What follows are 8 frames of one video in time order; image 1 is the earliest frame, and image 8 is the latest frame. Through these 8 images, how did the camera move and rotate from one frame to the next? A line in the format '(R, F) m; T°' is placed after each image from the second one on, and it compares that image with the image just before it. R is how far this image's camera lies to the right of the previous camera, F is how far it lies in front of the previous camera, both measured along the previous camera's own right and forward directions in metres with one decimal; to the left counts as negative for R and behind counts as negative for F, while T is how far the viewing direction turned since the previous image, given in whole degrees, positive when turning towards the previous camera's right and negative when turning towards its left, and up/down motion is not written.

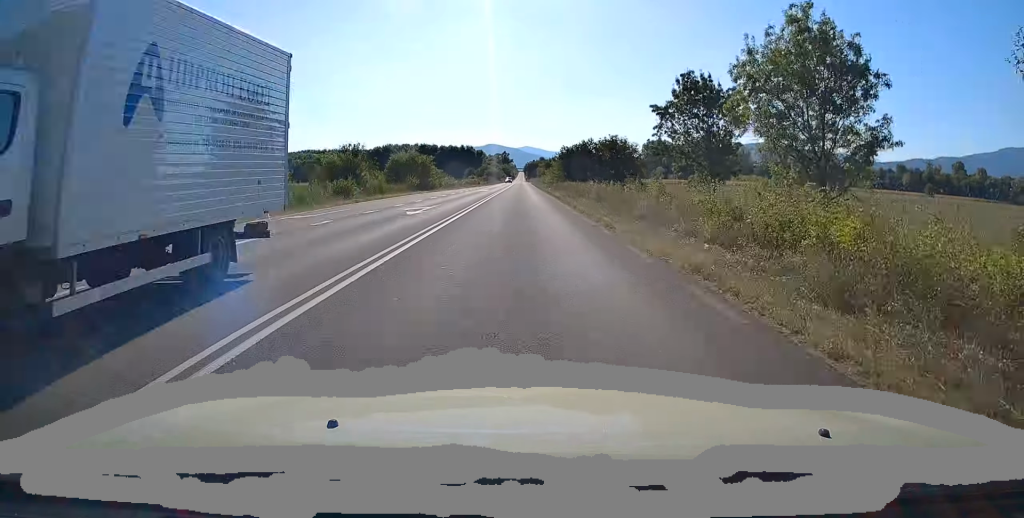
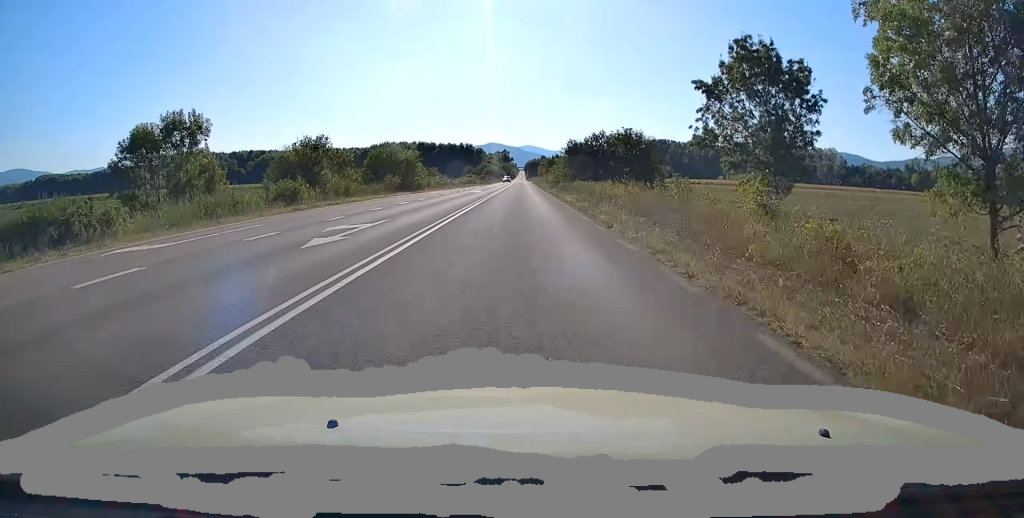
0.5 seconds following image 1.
(0.0, +10.6) m; 0°
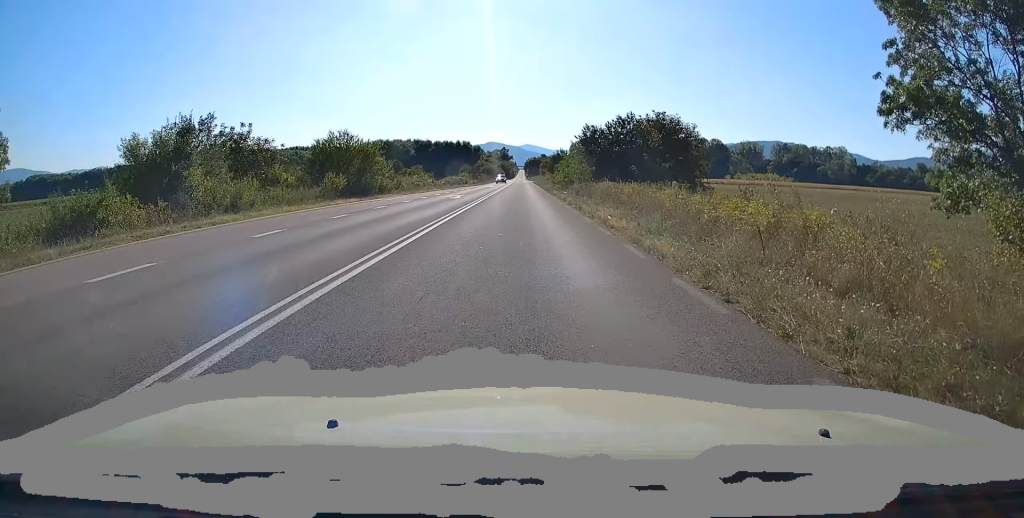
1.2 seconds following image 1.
(-0.4, +17.4) m; 0°
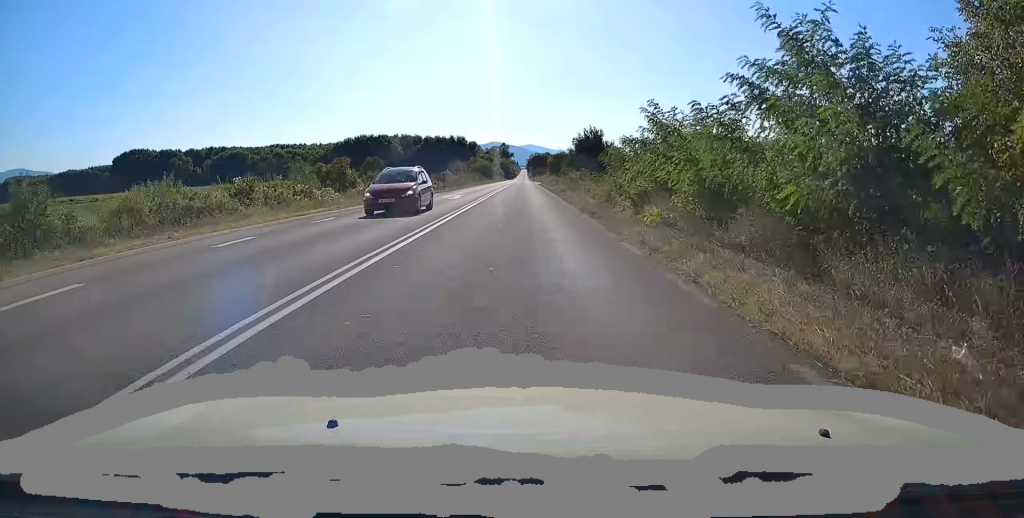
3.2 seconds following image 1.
(+0.2, +44.3) m; 0°
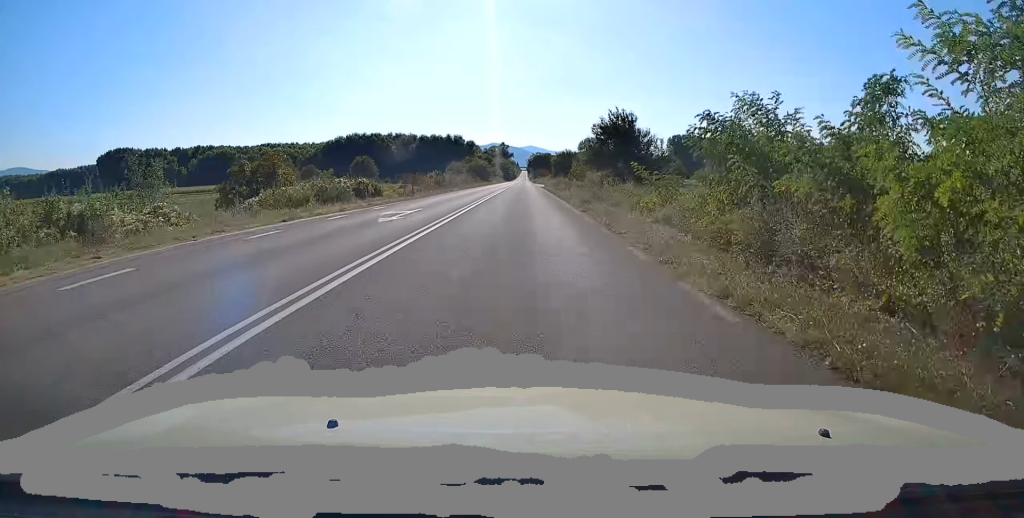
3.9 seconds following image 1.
(+0.2, +16.9) m; 0°
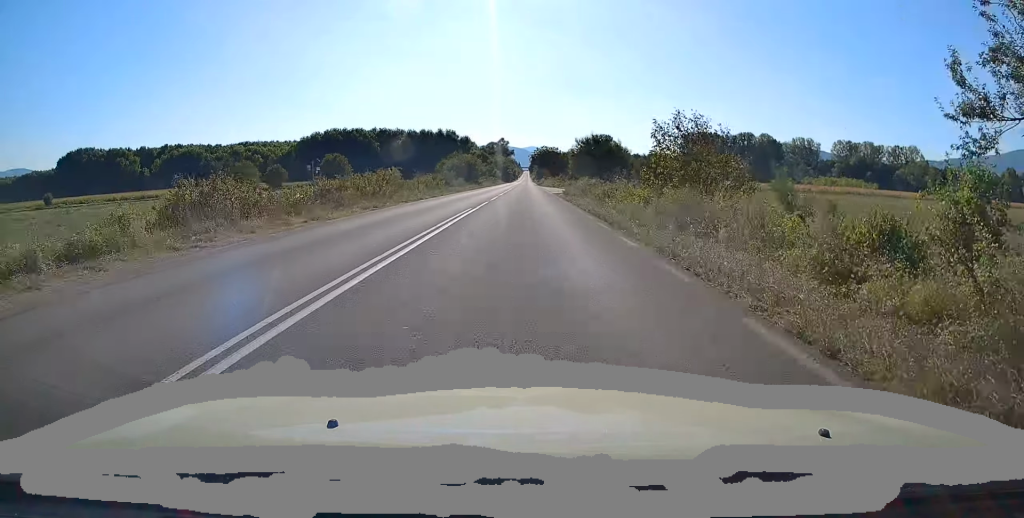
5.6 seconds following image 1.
(-0.5, +38.5) m; -1°
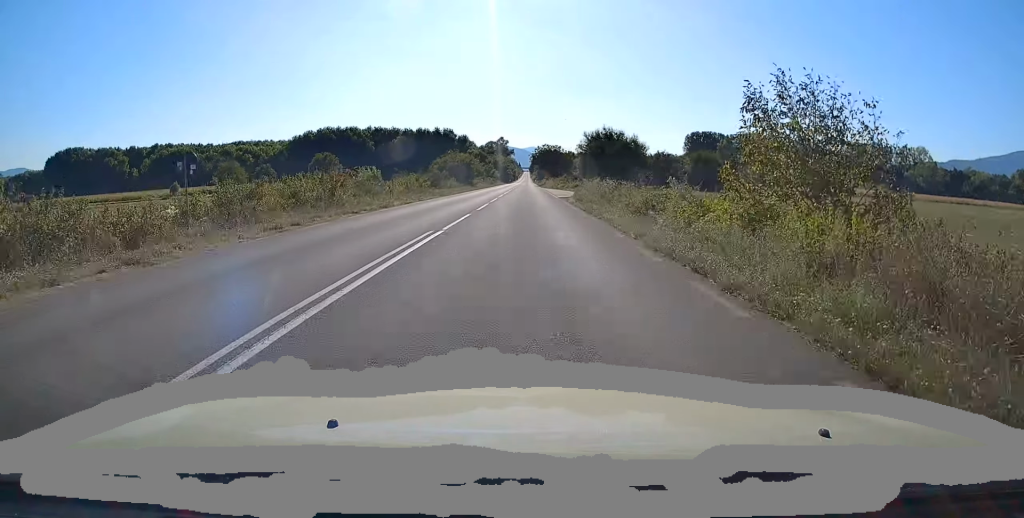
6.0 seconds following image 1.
(-0.1, +10.0) m; +1°
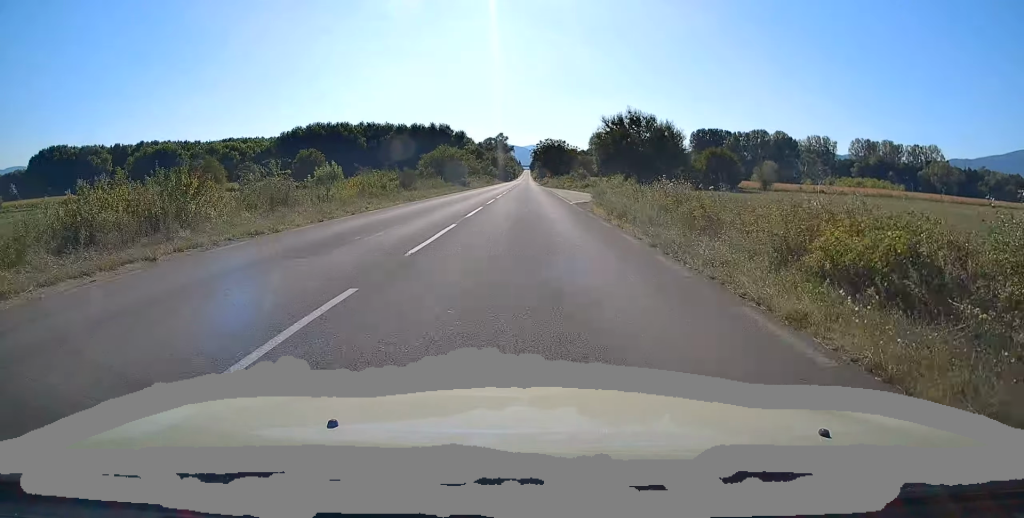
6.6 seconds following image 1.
(+0.1, +13.9) m; 0°
